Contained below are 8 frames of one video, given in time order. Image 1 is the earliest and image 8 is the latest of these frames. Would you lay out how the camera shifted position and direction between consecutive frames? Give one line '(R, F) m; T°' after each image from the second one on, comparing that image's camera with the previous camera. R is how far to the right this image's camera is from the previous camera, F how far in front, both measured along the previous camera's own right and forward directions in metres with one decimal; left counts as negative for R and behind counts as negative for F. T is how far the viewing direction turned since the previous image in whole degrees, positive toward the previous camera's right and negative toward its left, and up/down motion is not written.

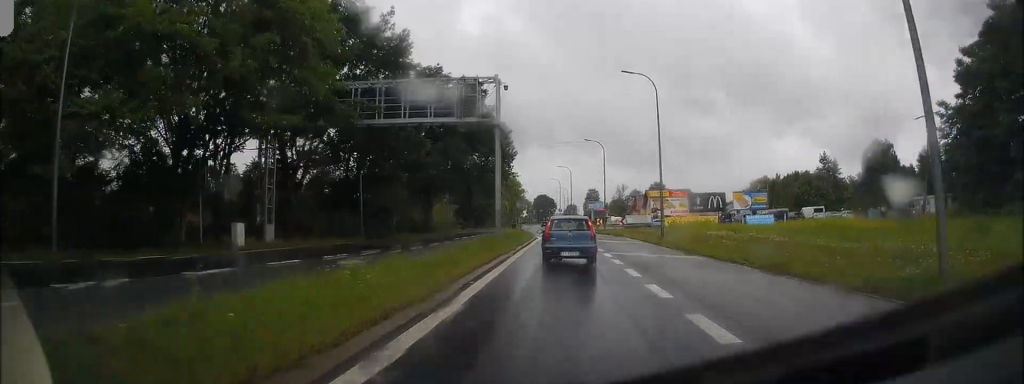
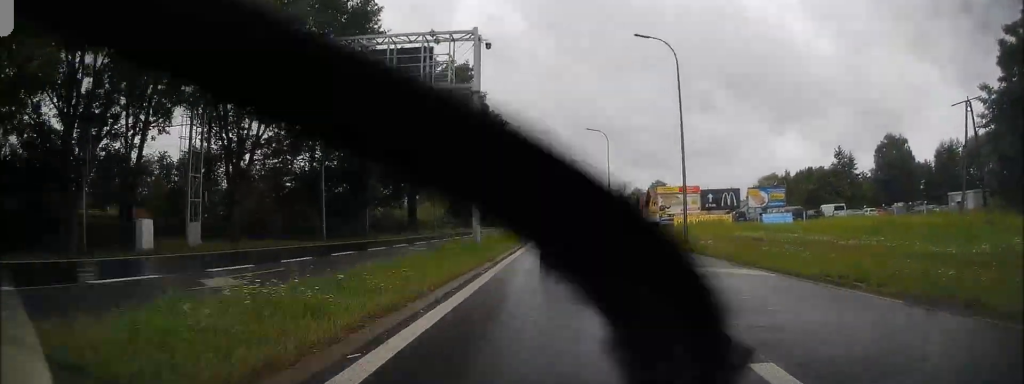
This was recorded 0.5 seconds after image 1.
(+0.2, +7.0) m; 0°
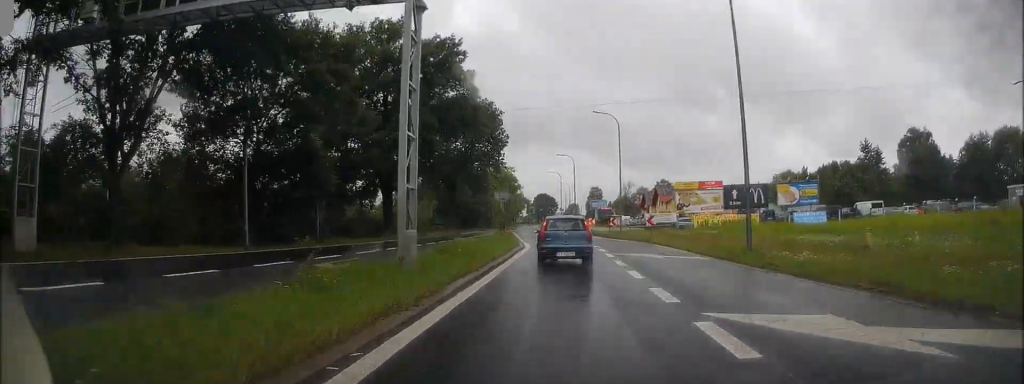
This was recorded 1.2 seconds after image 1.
(-0.2, +9.7) m; -1°
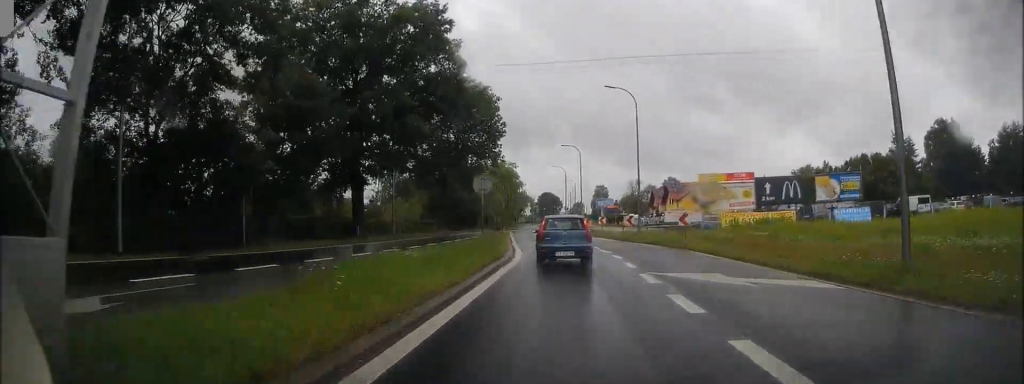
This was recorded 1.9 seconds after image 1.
(-0.1, +9.2) m; -1°
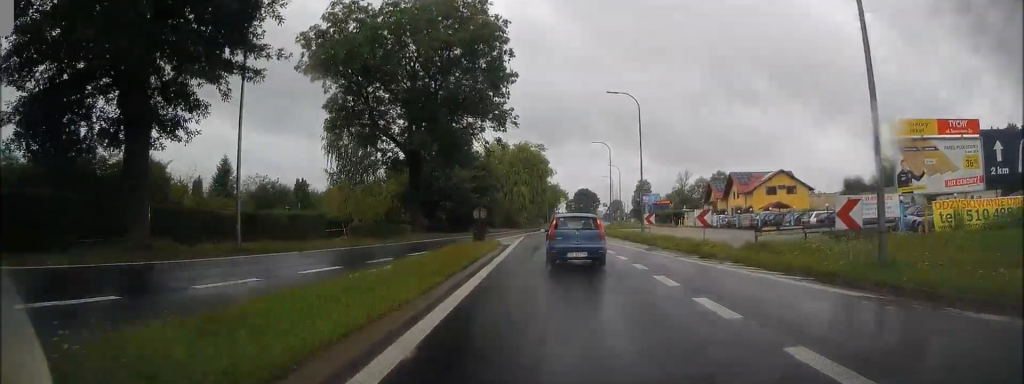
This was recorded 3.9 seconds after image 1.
(-0.8, +28.0) m; -5°
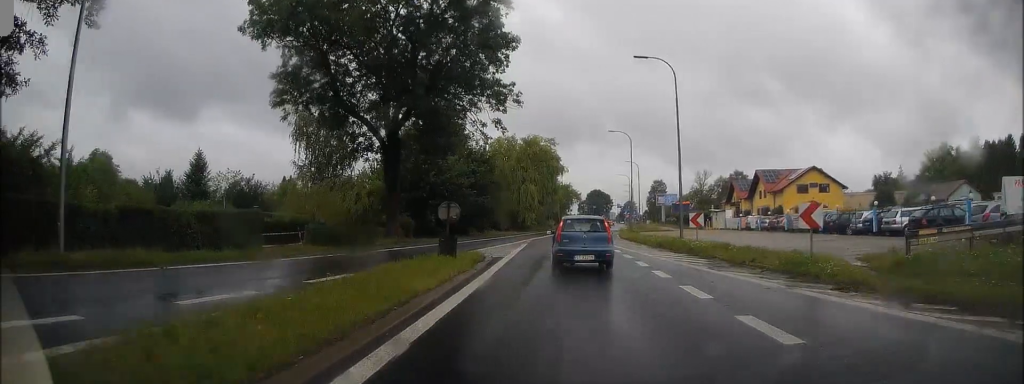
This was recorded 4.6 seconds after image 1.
(-0.5, +9.6) m; -1°
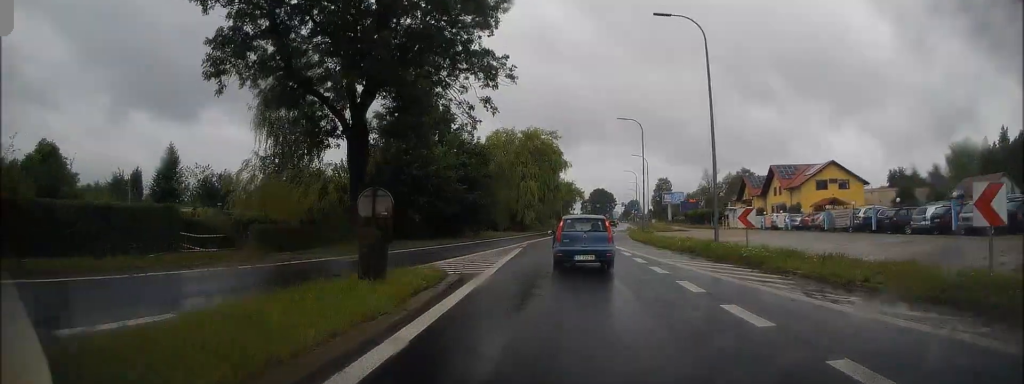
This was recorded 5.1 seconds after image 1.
(+0.2, +6.8) m; +1°
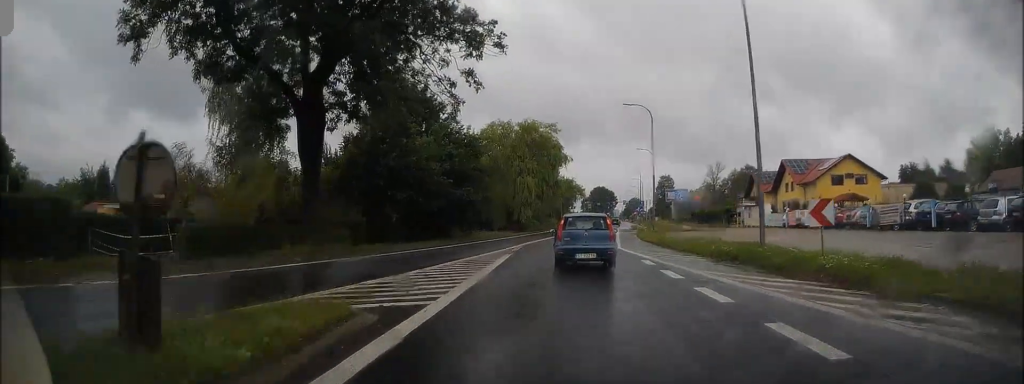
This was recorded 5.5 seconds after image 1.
(+0.1, +5.9) m; +1°
